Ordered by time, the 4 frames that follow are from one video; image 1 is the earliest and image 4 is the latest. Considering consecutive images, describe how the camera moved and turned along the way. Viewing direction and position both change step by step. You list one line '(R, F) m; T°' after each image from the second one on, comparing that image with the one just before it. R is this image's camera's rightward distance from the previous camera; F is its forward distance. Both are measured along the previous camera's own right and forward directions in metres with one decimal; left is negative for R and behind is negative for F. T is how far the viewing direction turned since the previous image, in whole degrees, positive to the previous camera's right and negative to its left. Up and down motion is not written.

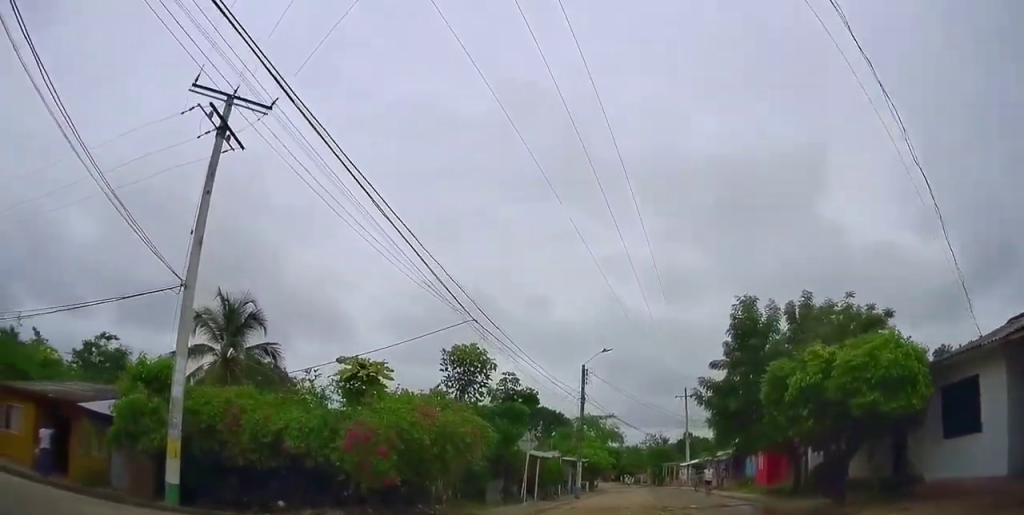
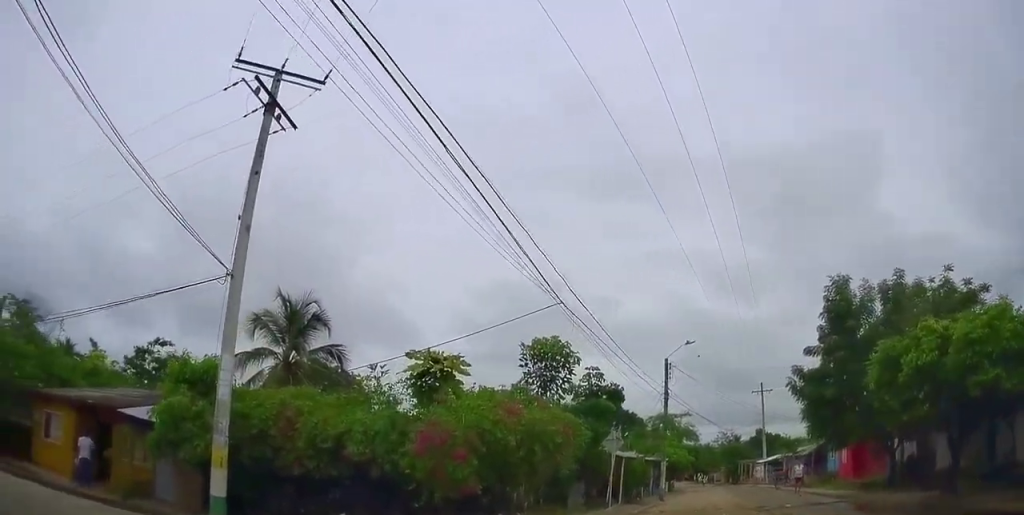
(-0.1, +2.5) m; -5°
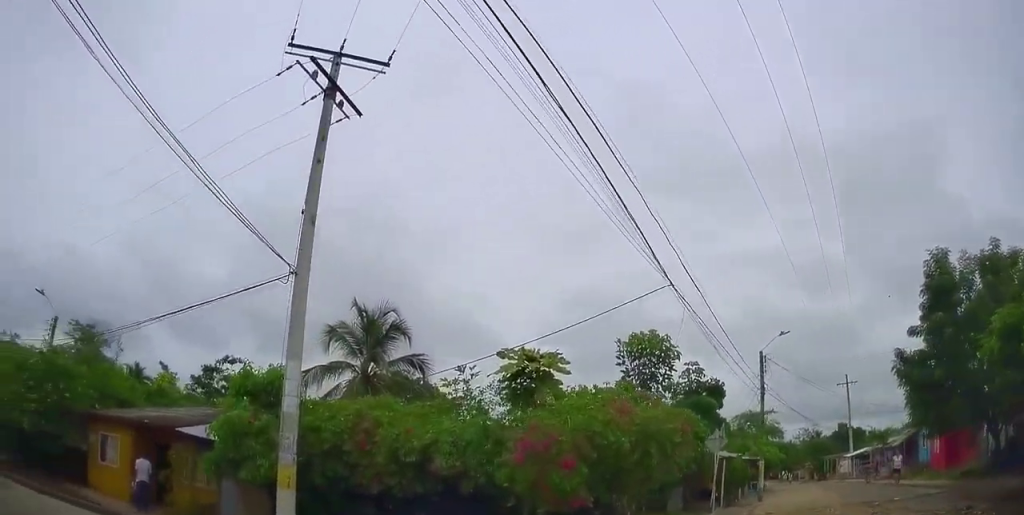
(-0.1, +2.0) m; -1°
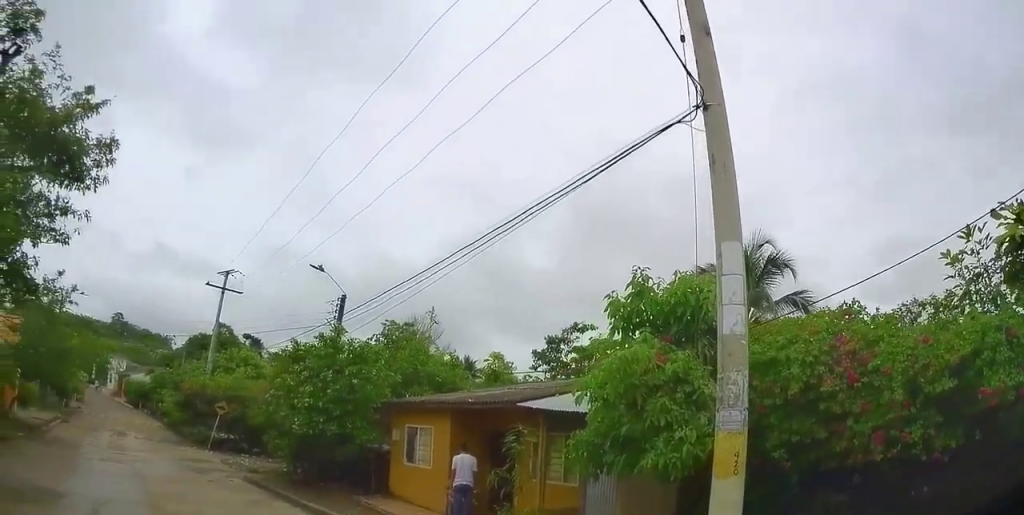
(-0.5, +5.5) m; -21°
